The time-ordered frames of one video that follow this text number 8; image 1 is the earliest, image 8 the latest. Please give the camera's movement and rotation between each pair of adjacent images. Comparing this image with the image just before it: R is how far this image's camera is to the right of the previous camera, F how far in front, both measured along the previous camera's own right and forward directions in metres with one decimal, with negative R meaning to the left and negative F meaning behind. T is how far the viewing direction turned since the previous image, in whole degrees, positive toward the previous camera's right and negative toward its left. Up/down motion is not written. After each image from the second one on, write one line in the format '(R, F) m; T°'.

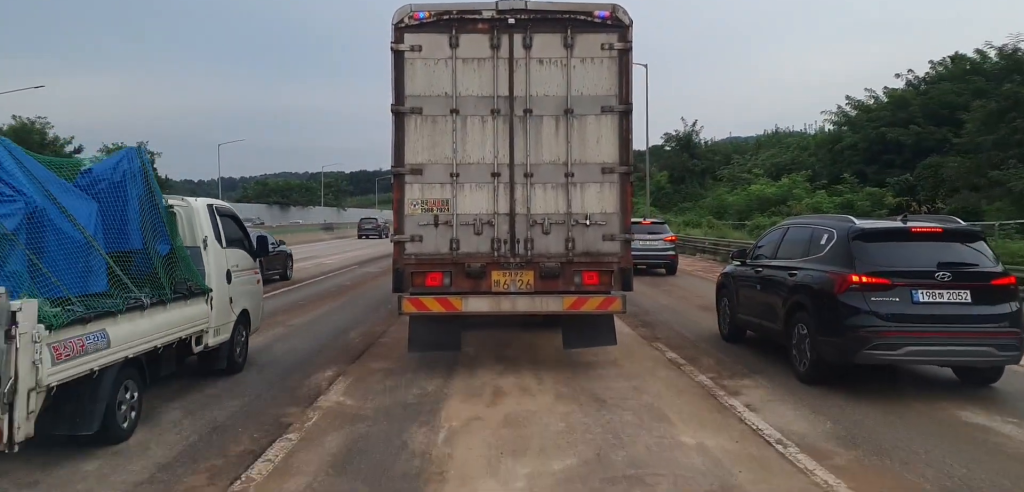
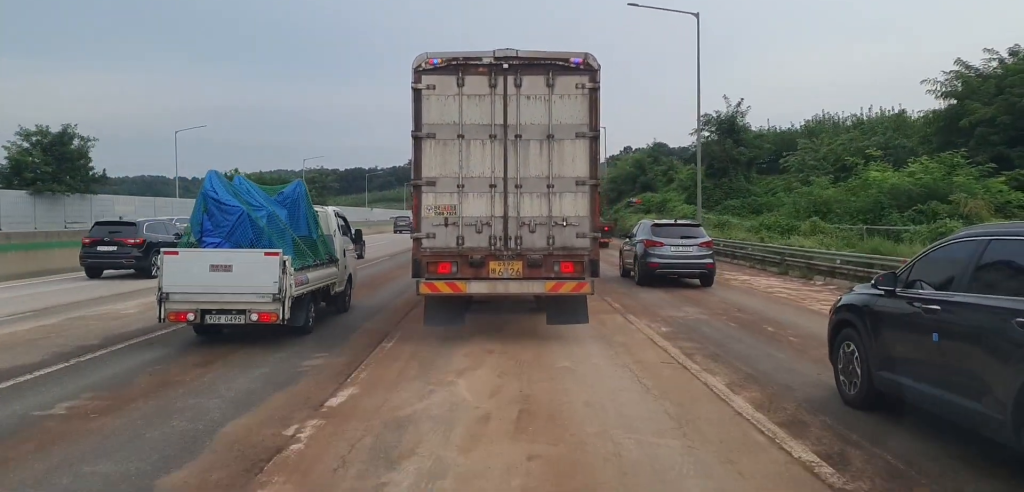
(0.0, +13.6) m; -2°
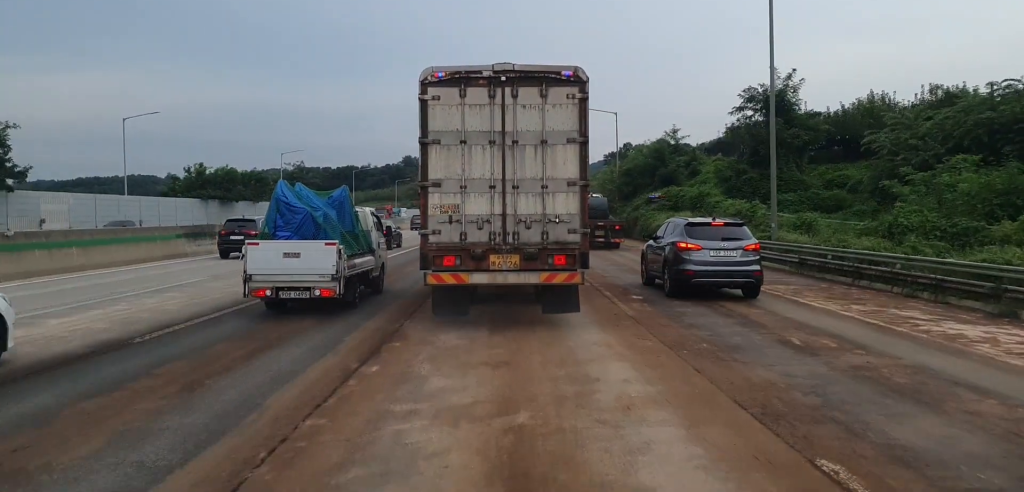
(-0.1, +11.3) m; +1°
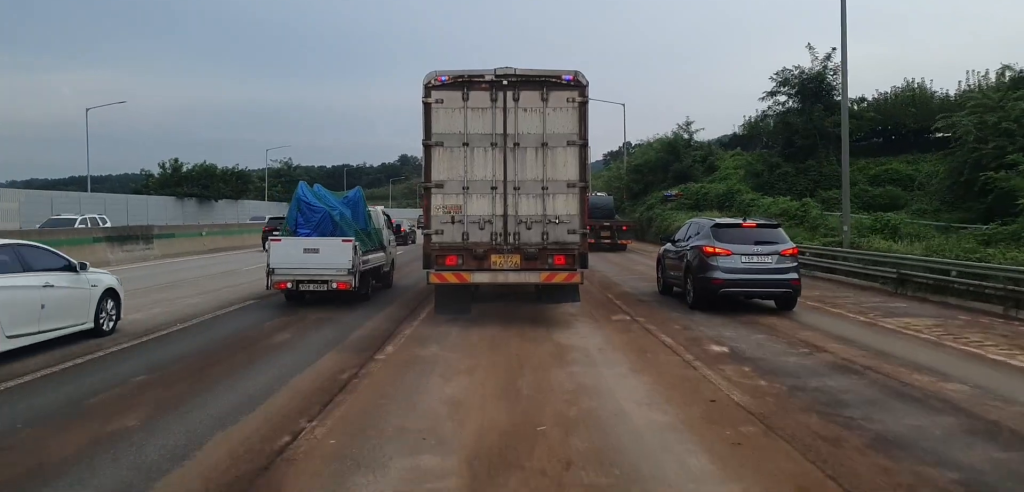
(+0.3, +6.2) m; 0°
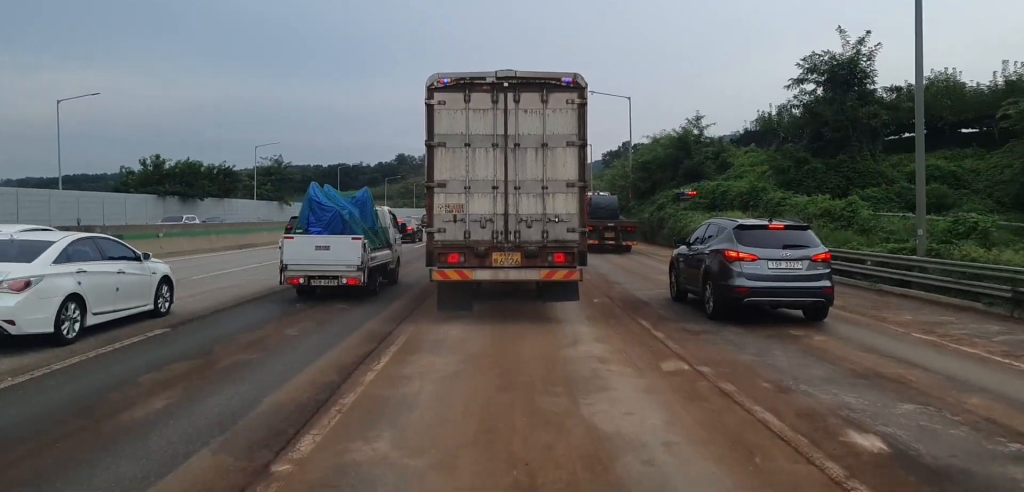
(-0.2, +4.1) m; 0°
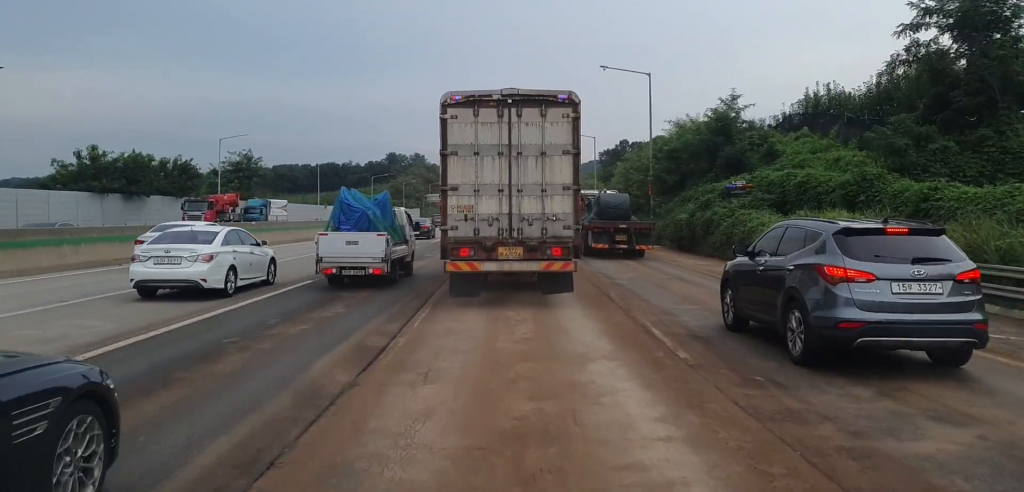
(+0.2, +11.7) m; +4°
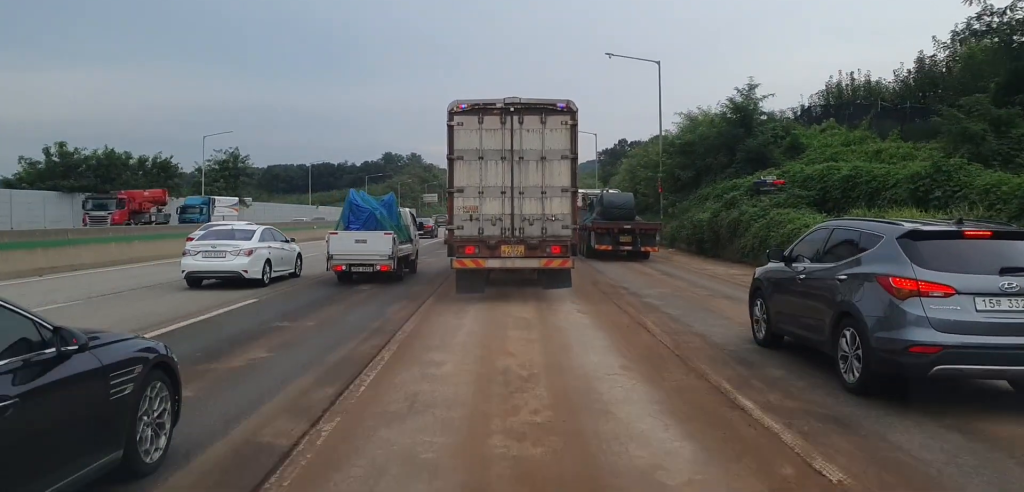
(+0.1, +4.6) m; -1°
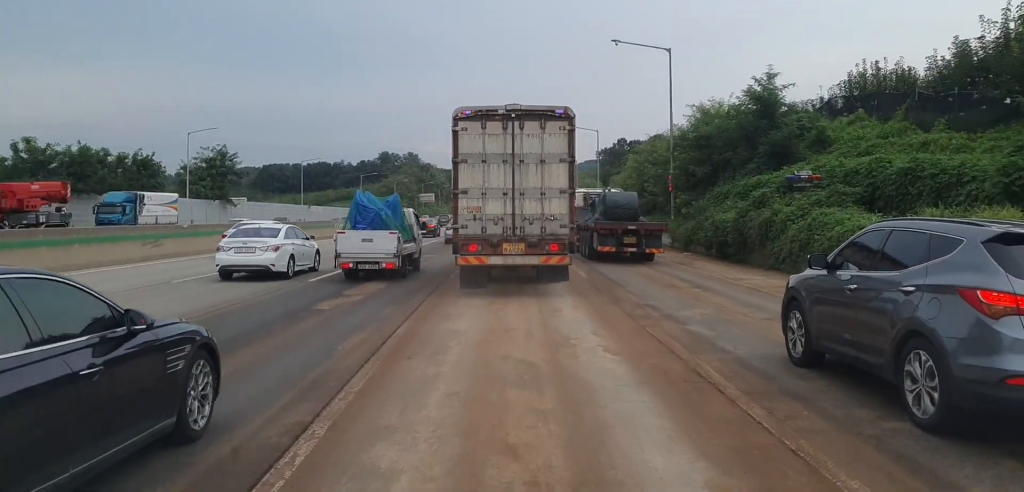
(+0.1, +4.0) m; -1°
